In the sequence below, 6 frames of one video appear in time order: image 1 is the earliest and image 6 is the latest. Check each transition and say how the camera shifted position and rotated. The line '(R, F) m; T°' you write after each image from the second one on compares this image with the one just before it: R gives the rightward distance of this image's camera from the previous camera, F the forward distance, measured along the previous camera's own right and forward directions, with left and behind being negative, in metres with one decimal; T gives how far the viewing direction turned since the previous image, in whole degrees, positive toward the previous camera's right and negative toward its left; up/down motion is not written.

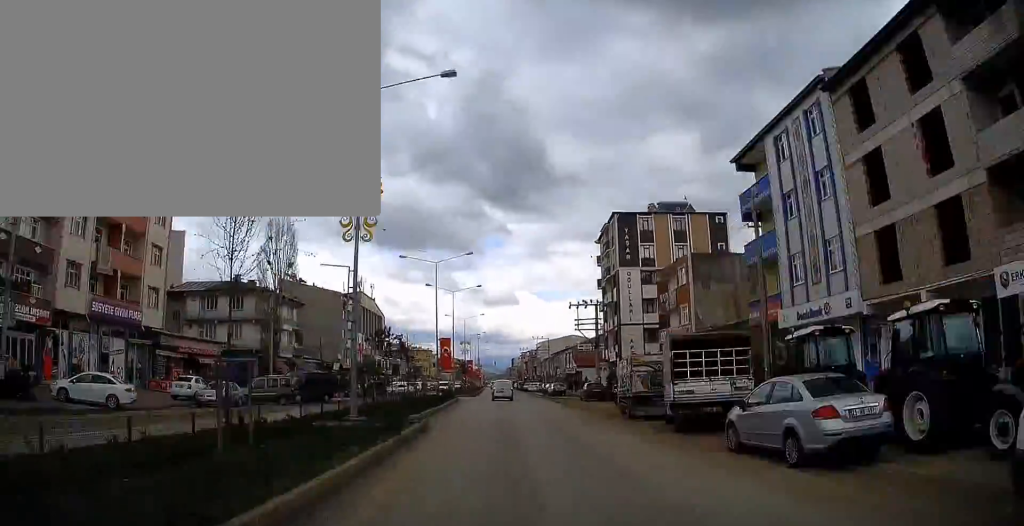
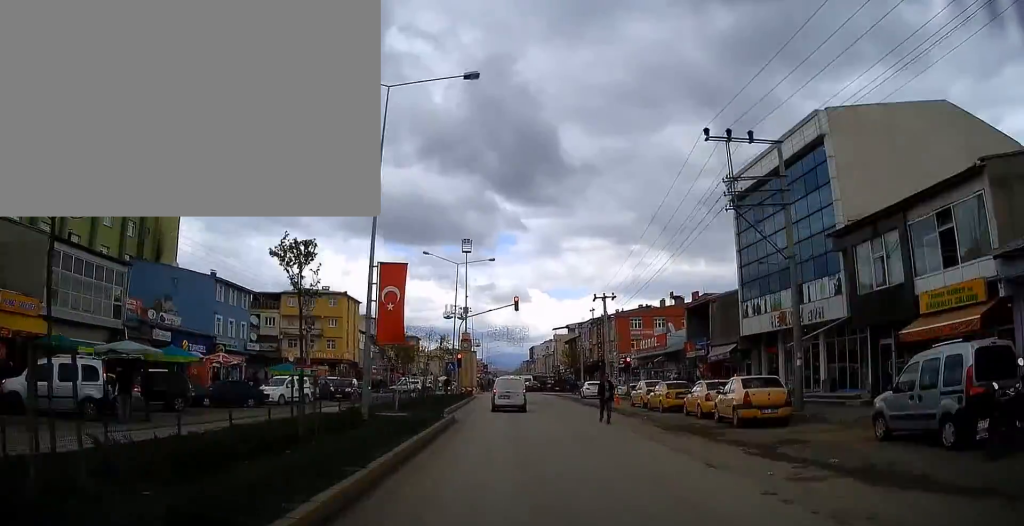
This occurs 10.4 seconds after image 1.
(-2.5, +101.4) m; -2°
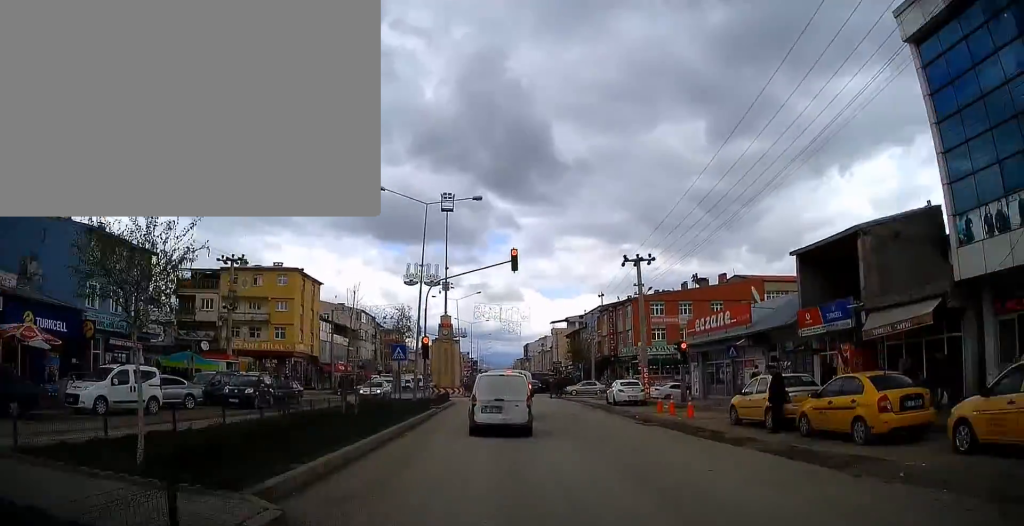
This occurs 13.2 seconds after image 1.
(0.0, +12.6) m; +1°
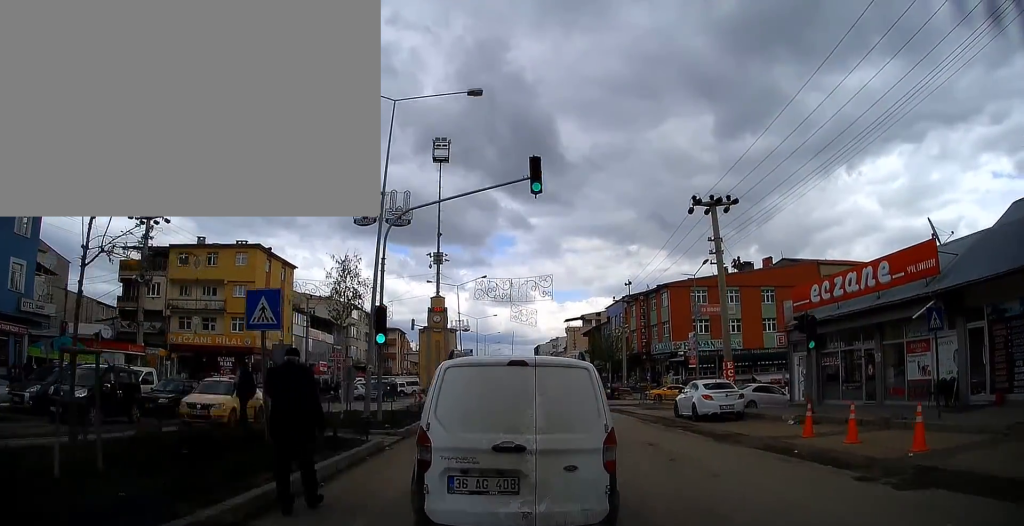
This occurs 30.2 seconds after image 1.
(+0.6, +39.8) m; 0°
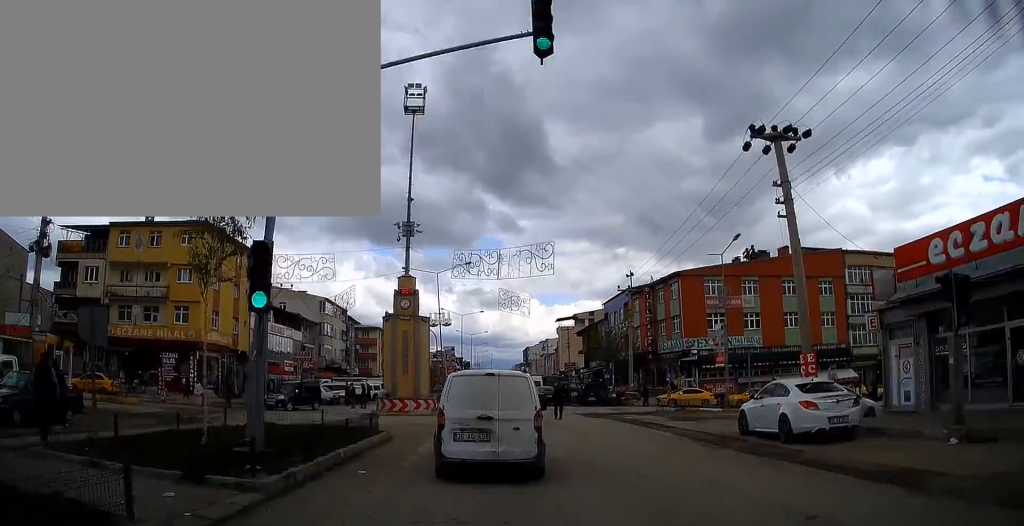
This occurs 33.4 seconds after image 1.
(0.0, +9.4) m; 0°
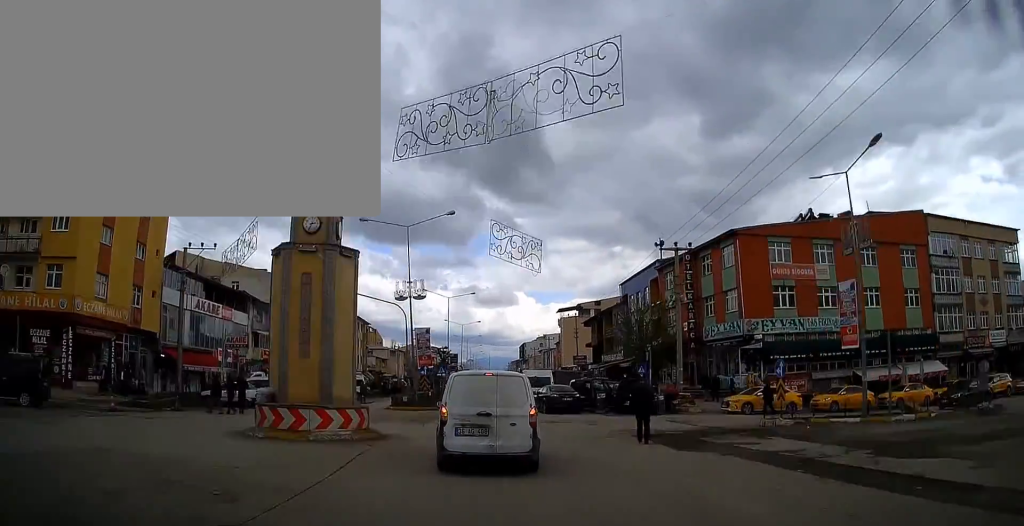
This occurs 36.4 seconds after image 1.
(0.0, +13.7) m; -1°
